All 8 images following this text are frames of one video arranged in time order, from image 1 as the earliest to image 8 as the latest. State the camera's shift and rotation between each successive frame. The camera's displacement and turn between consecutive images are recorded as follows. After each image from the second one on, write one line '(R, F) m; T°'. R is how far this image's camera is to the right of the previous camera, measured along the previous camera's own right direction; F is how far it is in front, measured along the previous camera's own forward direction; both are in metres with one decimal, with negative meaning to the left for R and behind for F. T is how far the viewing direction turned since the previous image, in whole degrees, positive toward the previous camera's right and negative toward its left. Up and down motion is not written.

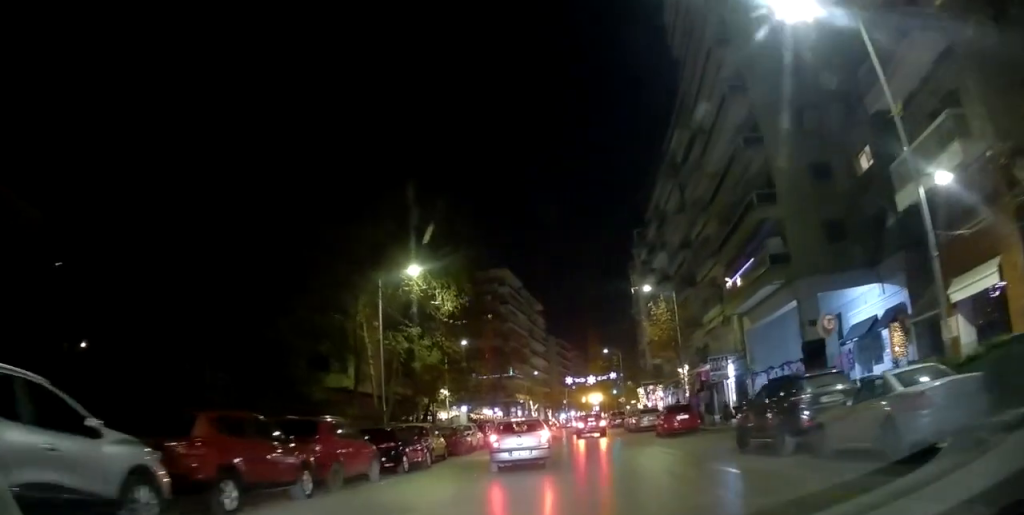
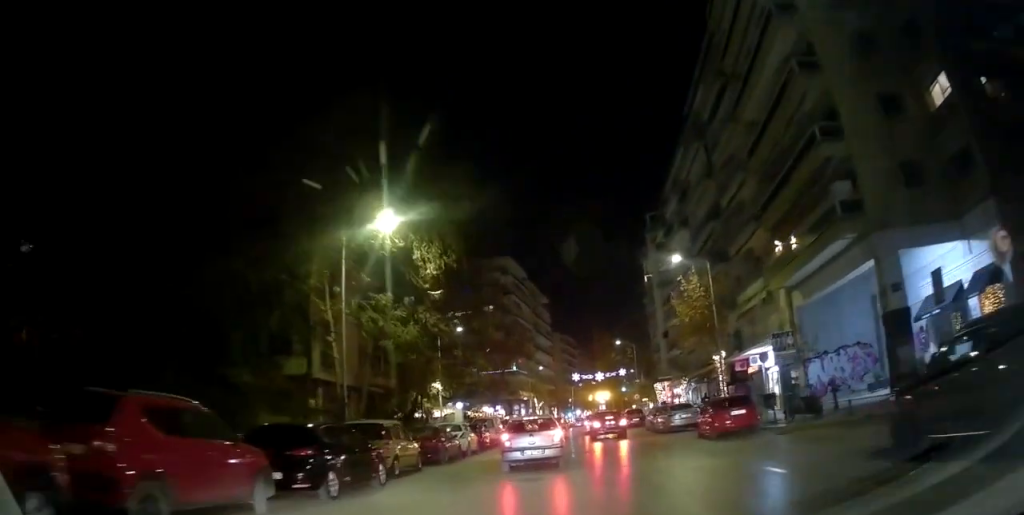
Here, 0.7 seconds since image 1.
(+0.2, +6.4) m; 0°
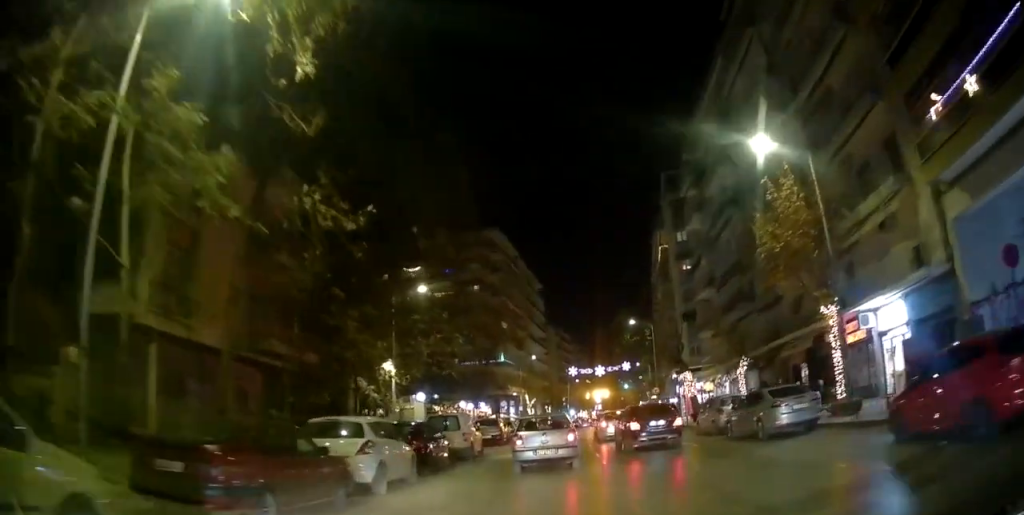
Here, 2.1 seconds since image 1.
(-1.1, +13.1) m; -8°
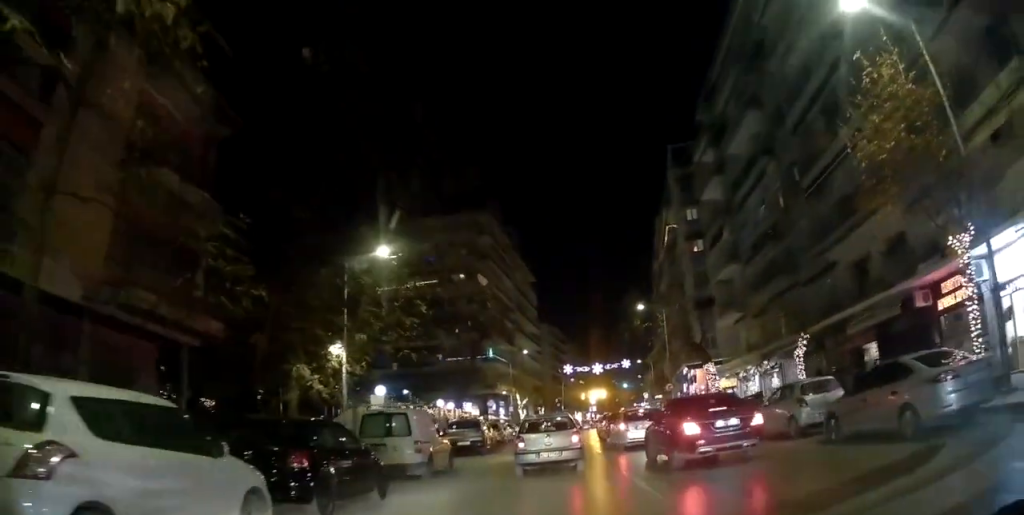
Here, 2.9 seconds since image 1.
(-0.2, +7.3) m; +2°
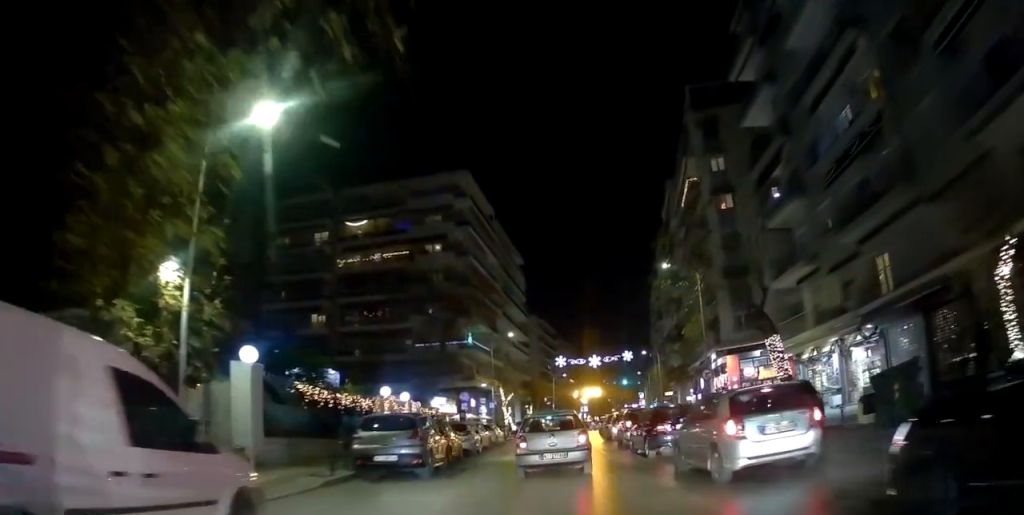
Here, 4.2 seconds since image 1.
(+1.2, +12.0) m; +12°
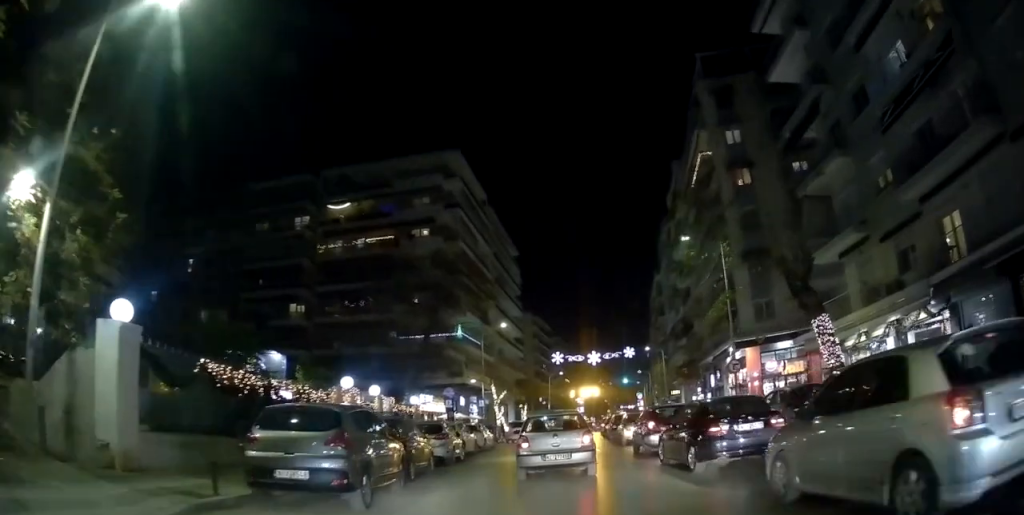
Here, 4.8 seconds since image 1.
(+0.2, +5.6) m; +6°
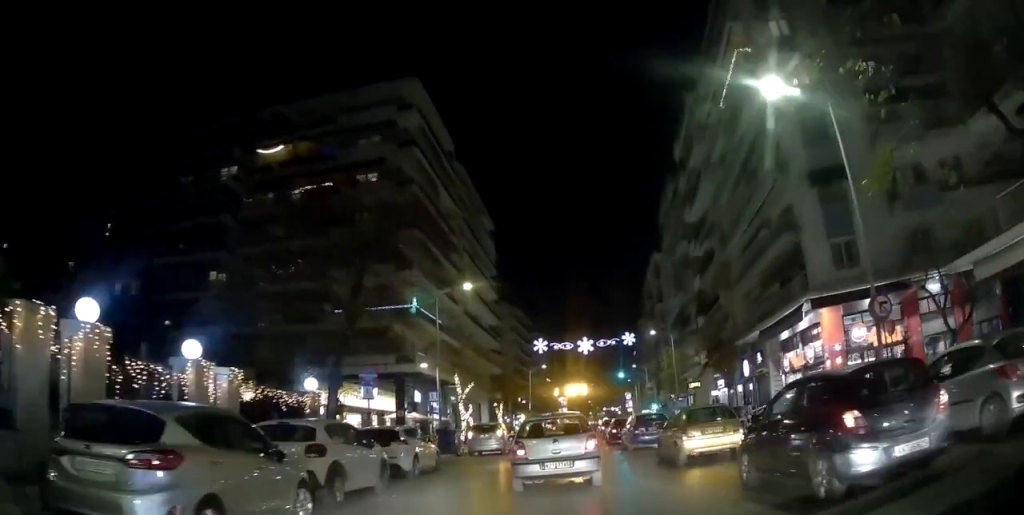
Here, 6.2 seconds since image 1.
(+2.0, +15.8) m; +7°
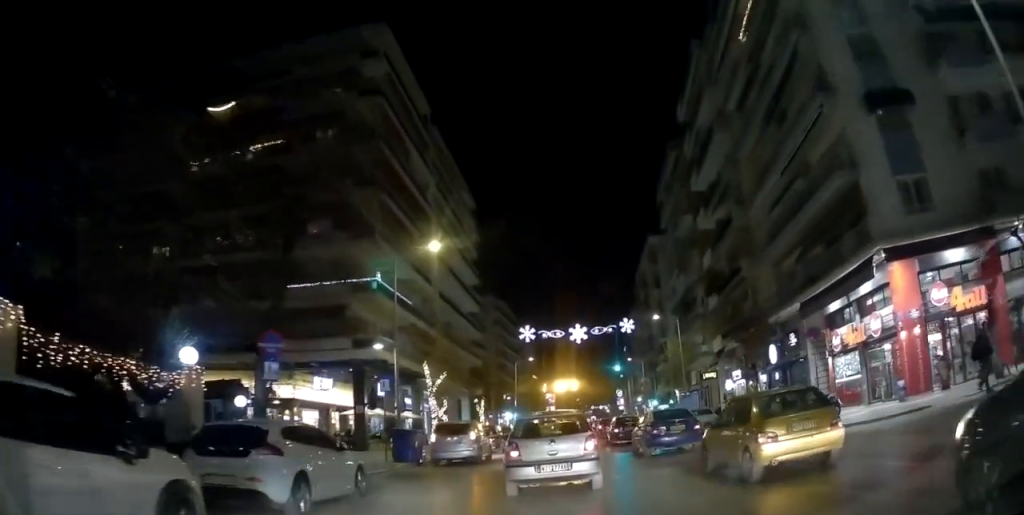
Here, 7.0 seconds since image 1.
(-0.1, +8.3) m; -2°
